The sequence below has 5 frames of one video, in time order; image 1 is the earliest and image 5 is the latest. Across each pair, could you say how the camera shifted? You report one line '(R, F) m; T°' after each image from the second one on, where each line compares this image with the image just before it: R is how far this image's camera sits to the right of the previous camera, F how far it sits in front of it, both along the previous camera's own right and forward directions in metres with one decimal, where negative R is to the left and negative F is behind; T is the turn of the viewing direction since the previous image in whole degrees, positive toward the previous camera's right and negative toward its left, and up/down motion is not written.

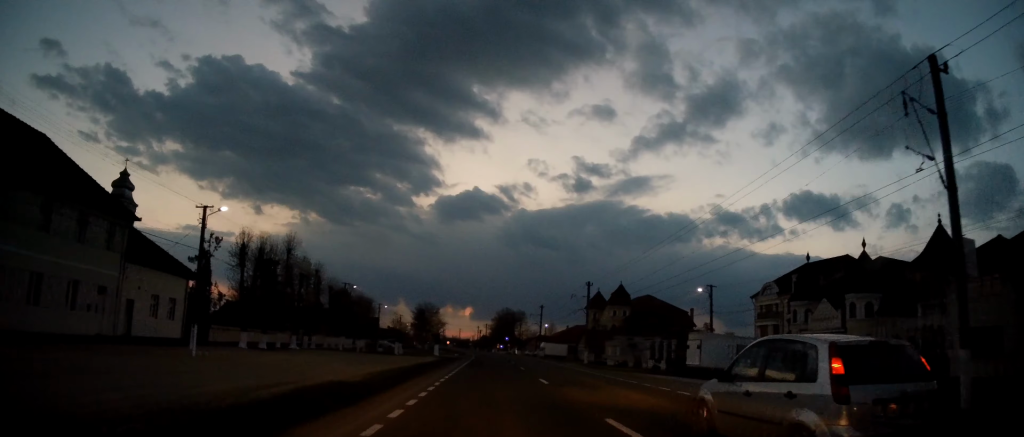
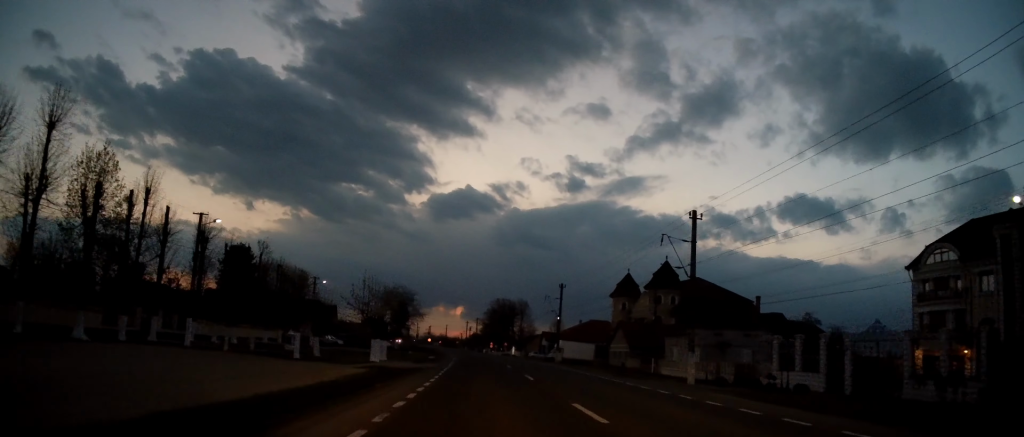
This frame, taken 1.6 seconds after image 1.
(+0.3, +33.0) m; 0°
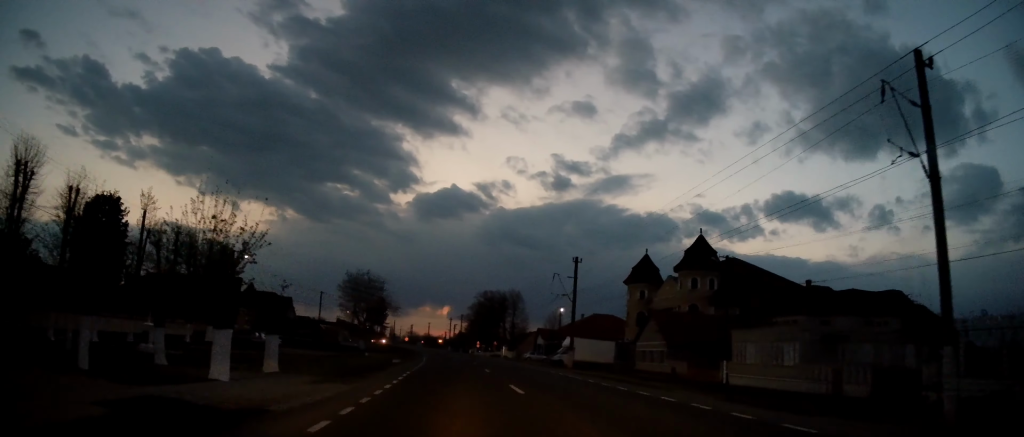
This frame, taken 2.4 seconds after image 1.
(-0.1, +18.2) m; +1°
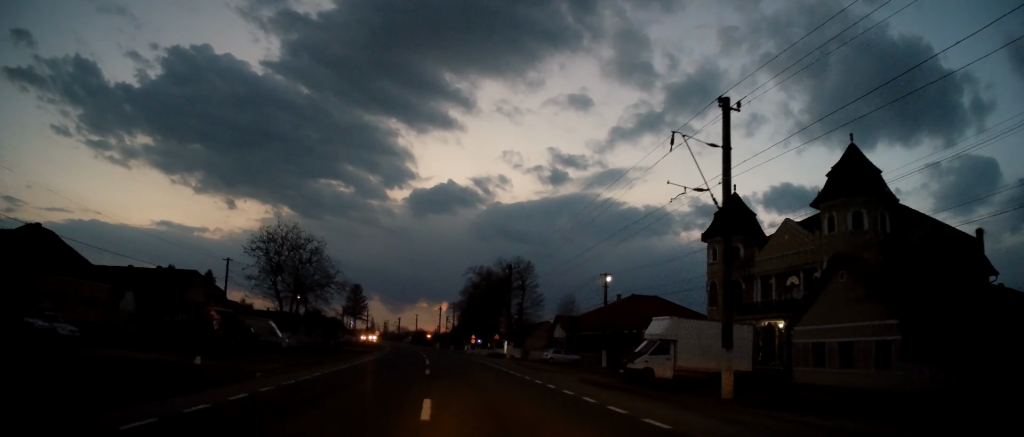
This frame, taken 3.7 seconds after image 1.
(+0.9, +29.7) m; +2°
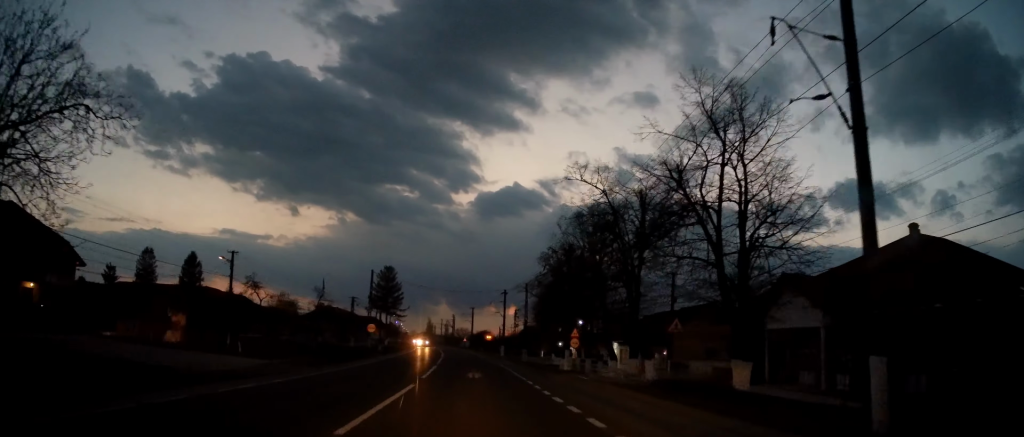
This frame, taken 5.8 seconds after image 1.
(-2.5, +46.2) m; -6°
